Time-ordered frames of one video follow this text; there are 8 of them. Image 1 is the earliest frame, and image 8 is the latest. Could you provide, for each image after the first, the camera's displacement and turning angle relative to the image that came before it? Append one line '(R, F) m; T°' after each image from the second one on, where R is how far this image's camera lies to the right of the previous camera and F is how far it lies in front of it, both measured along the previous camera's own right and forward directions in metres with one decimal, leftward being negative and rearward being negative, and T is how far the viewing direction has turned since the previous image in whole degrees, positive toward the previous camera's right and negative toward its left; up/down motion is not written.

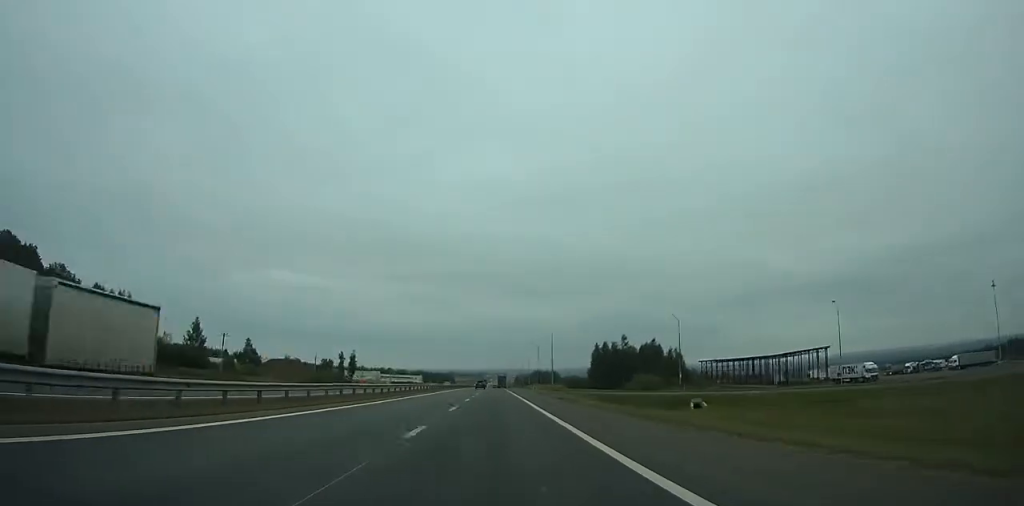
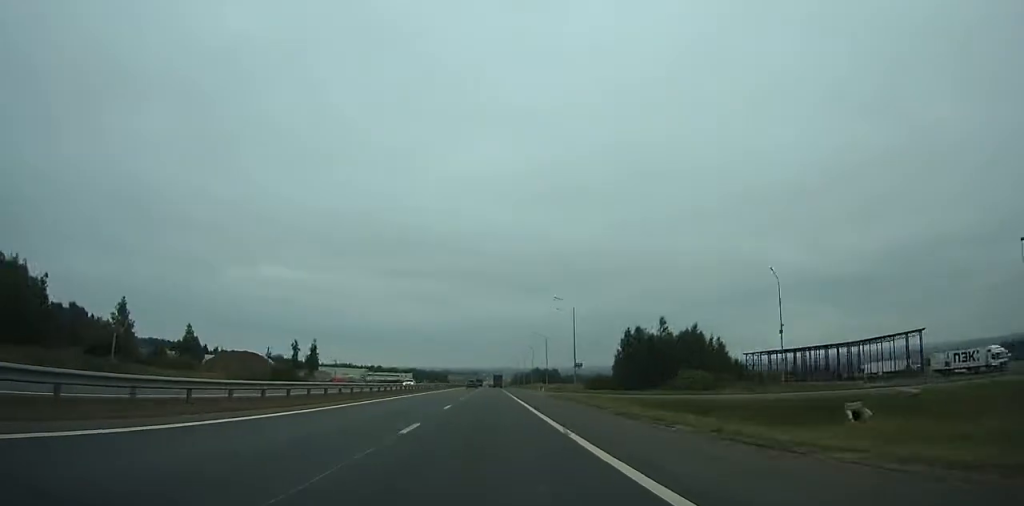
(0.0, +34.6) m; +1°
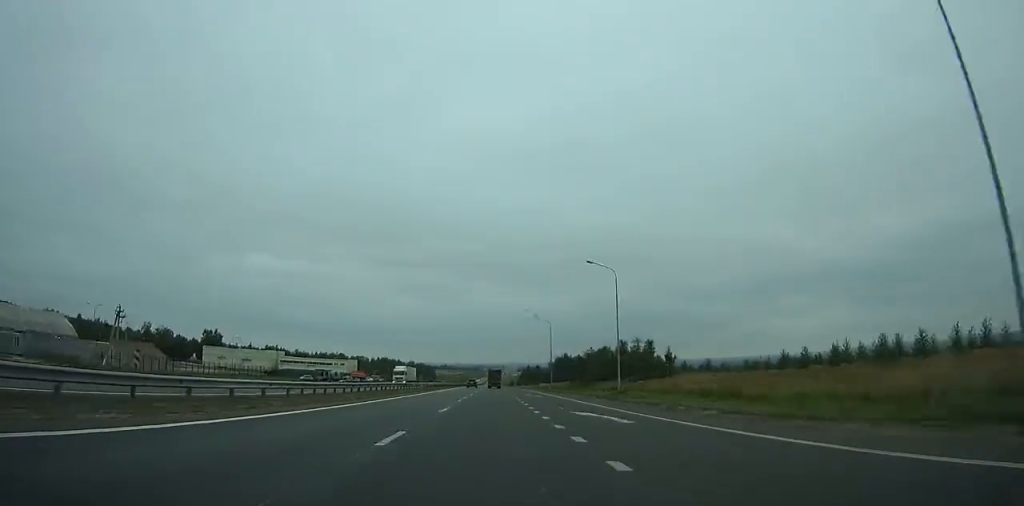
(-1.7, +179.6) m; -5°
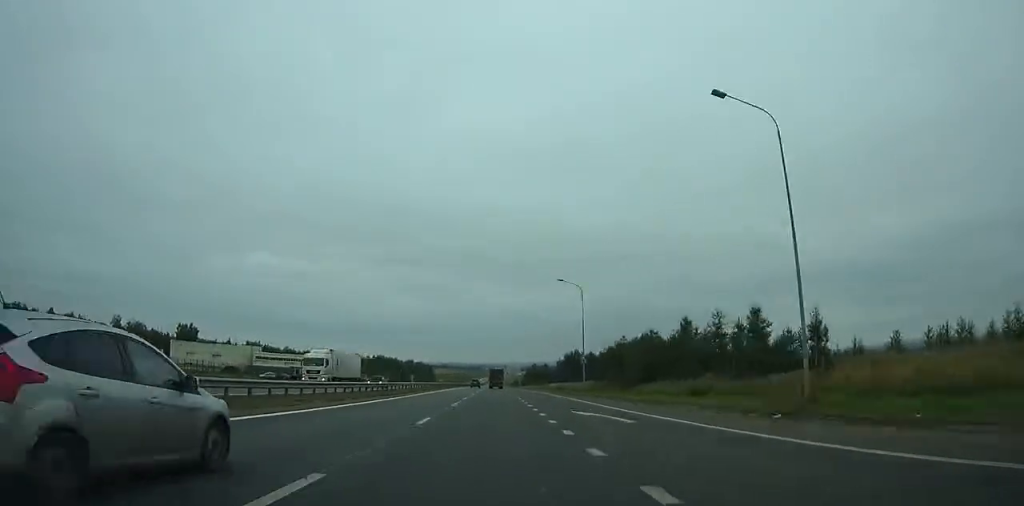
(-0.2, +31.1) m; 0°
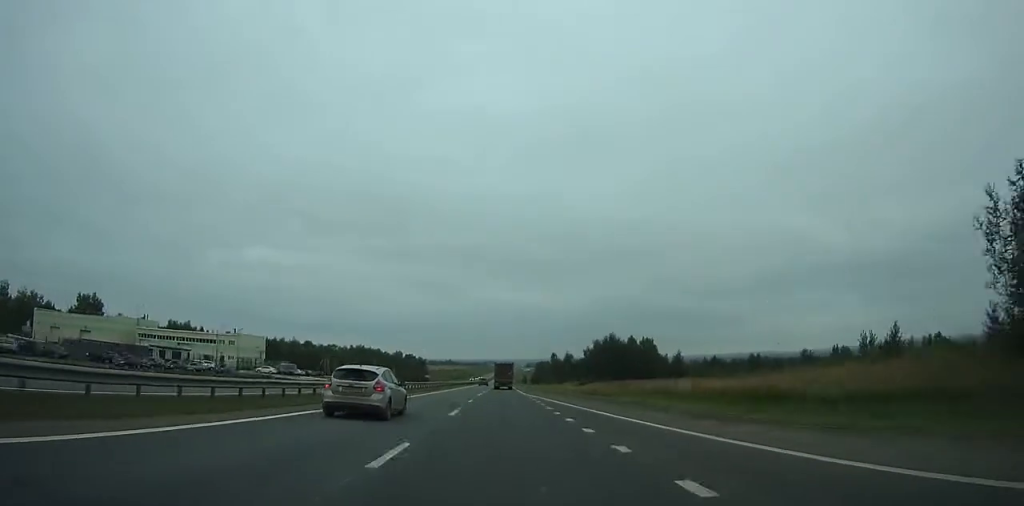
(+4.4, +80.0) m; +3°
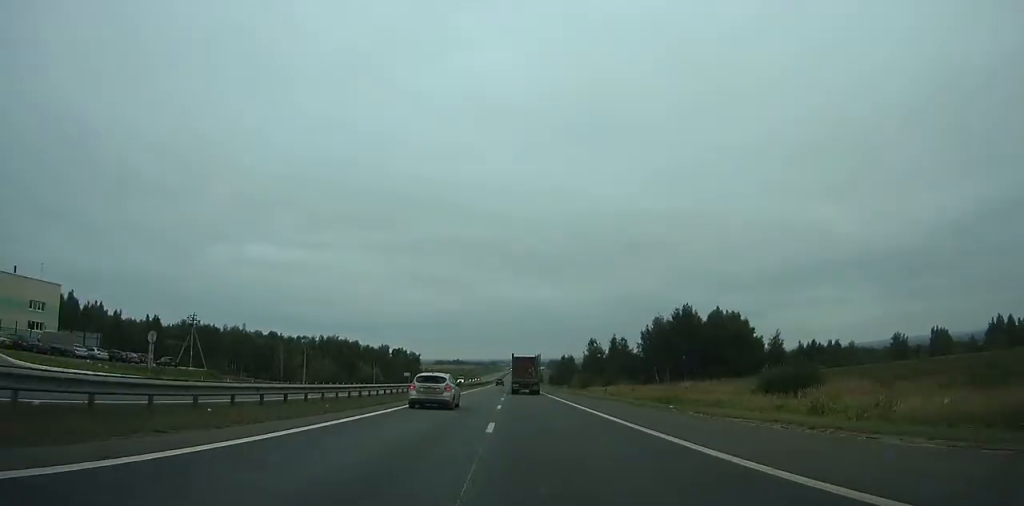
(-0.4, +77.1) m; 0°
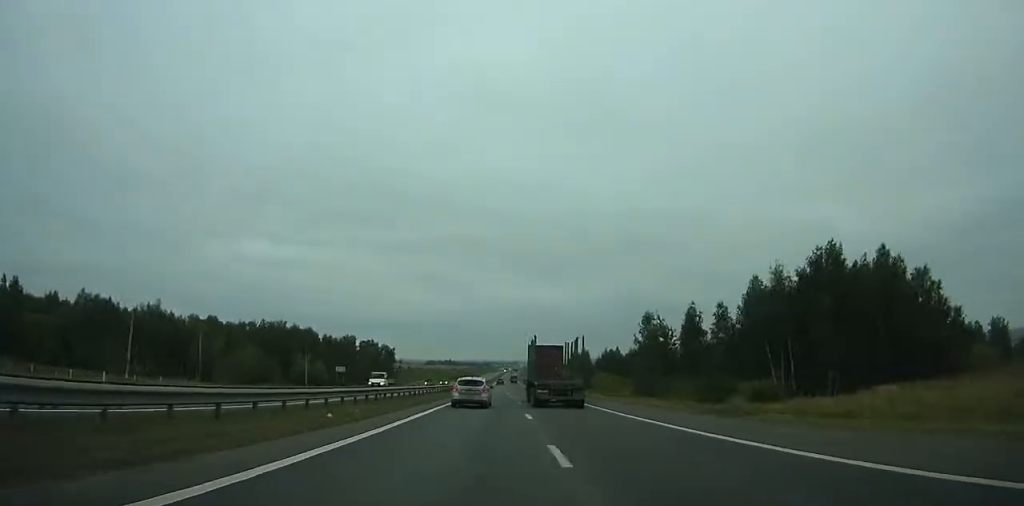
(-0.2, +63.4) m; 0°
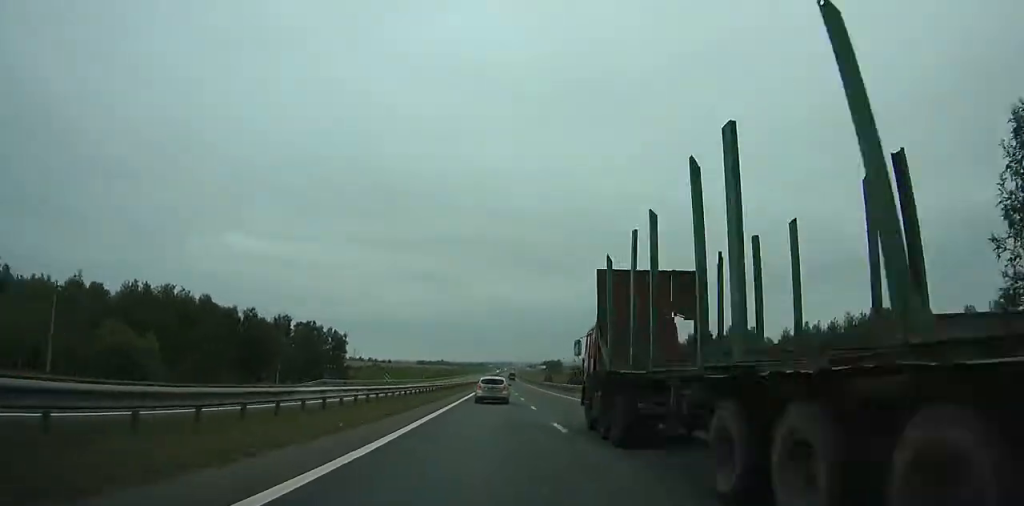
(+0.1, +77.6) m; +1°
